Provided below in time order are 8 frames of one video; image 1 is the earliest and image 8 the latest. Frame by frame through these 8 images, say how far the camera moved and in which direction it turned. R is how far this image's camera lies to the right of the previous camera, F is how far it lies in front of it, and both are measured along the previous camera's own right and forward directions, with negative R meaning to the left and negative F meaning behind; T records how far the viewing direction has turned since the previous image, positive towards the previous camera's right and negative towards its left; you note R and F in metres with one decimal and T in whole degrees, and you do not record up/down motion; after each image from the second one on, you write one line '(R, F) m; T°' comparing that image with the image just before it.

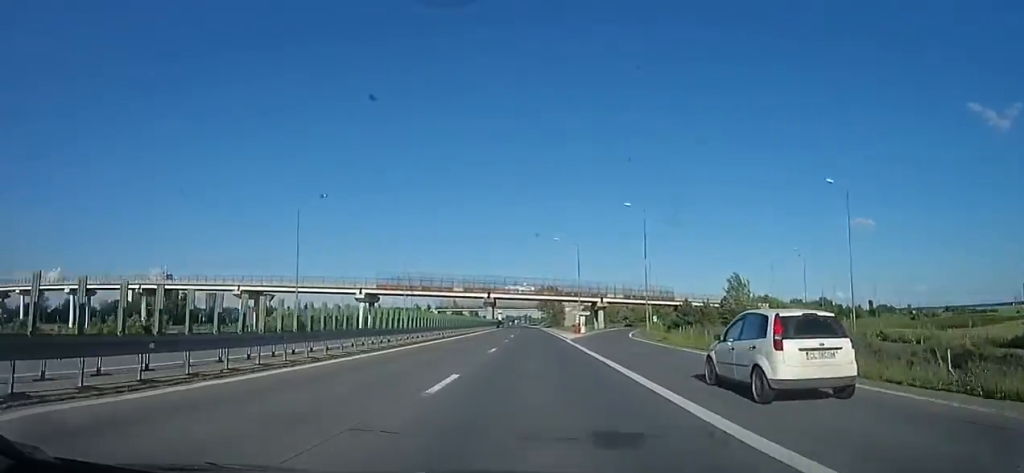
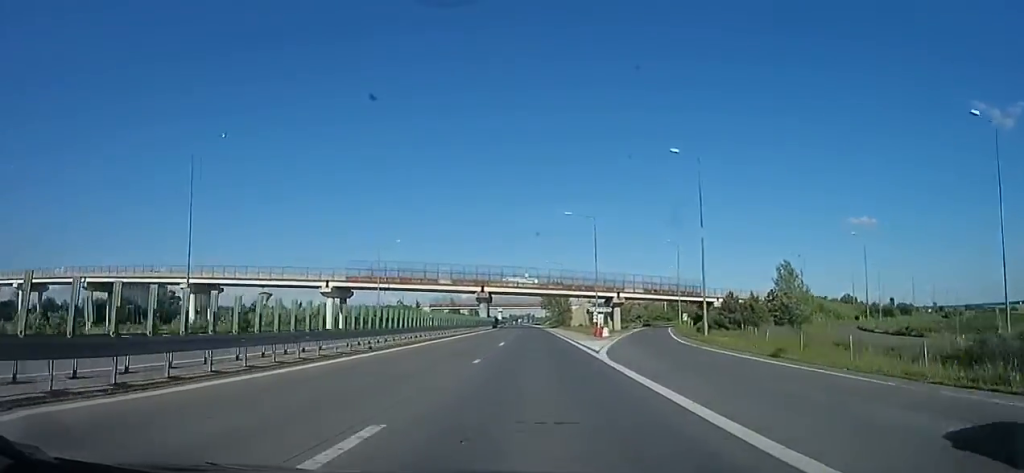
(-0.3, +17.1) m; +1°
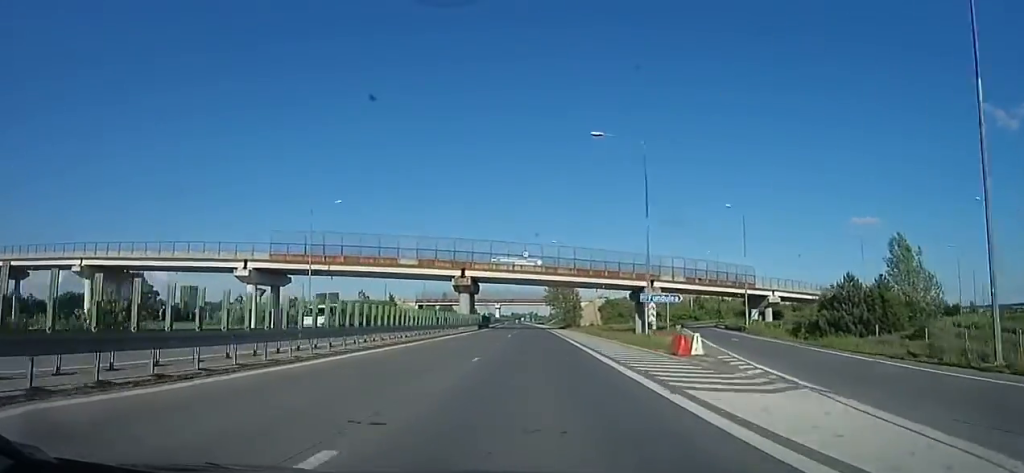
(+1.0, +24.4) m; +2°
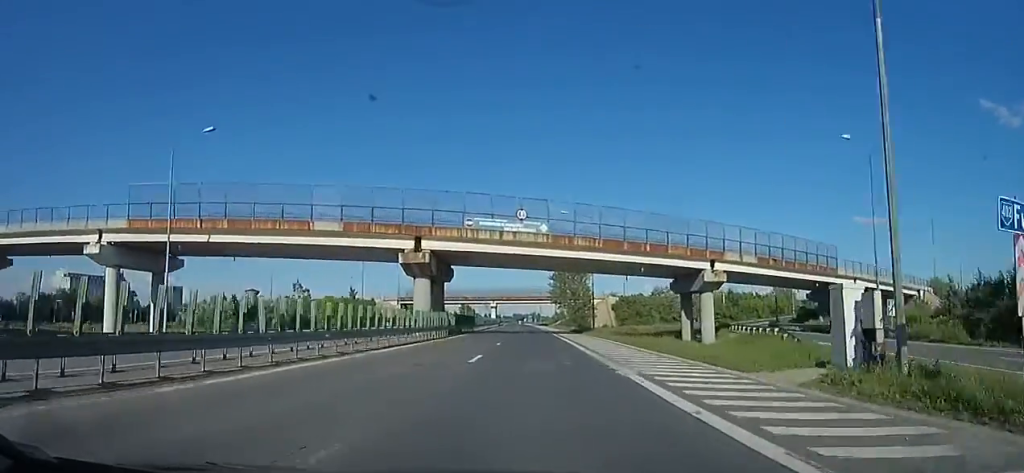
(0.0, +22.2) m; 0°
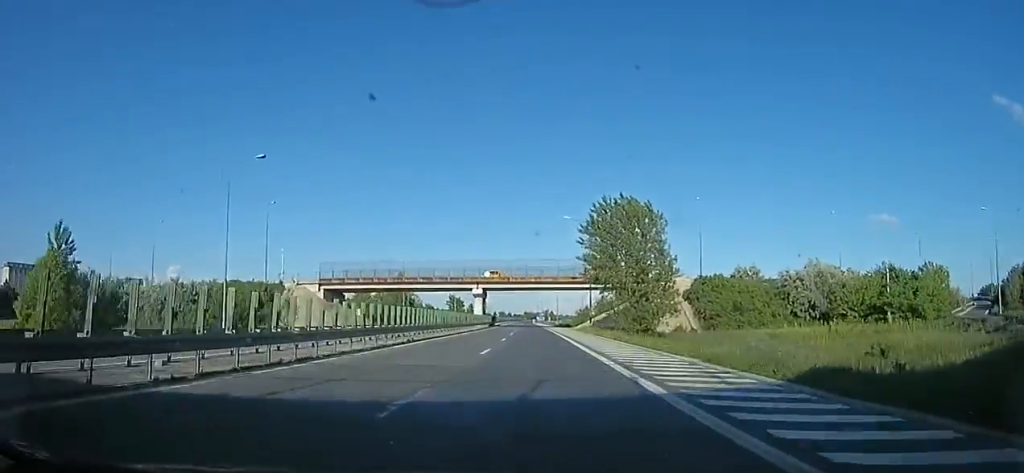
(-1.4, +54.3) m; -3°
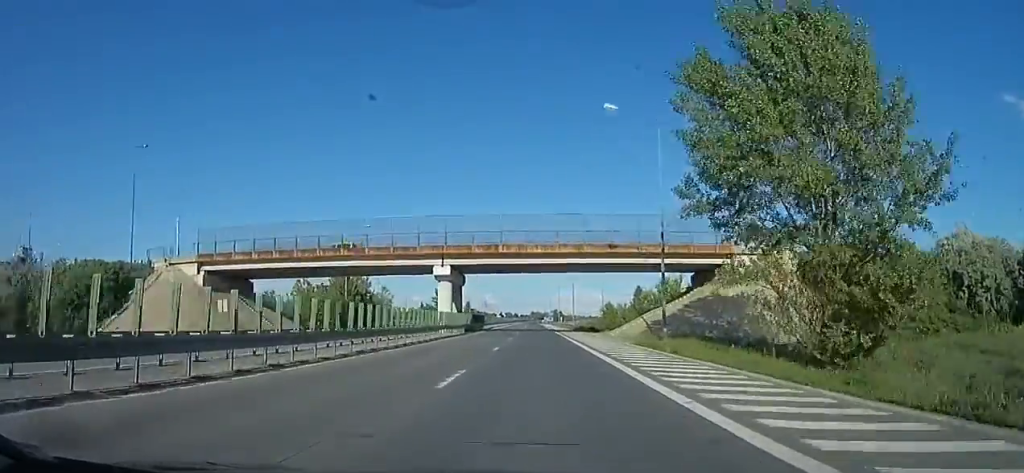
(-0.1, +32.1) m; 0°
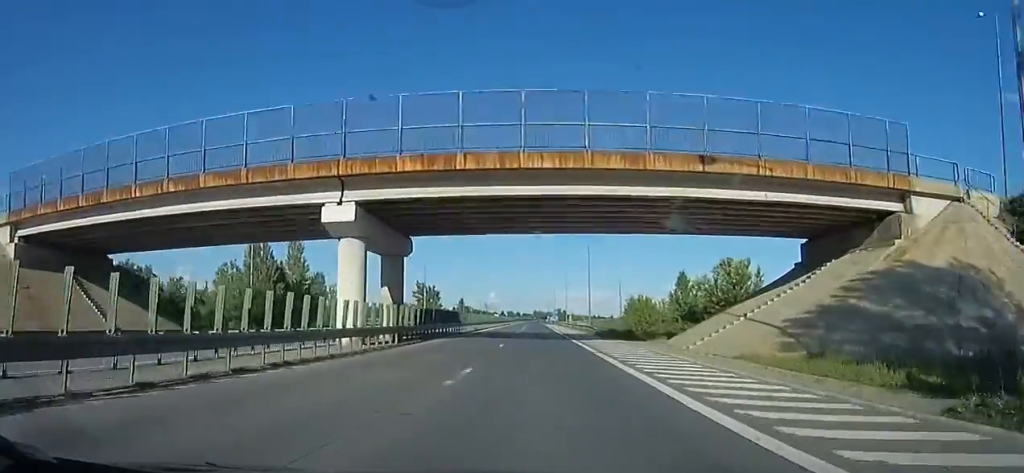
(+0.5, +22.7) m; -1°
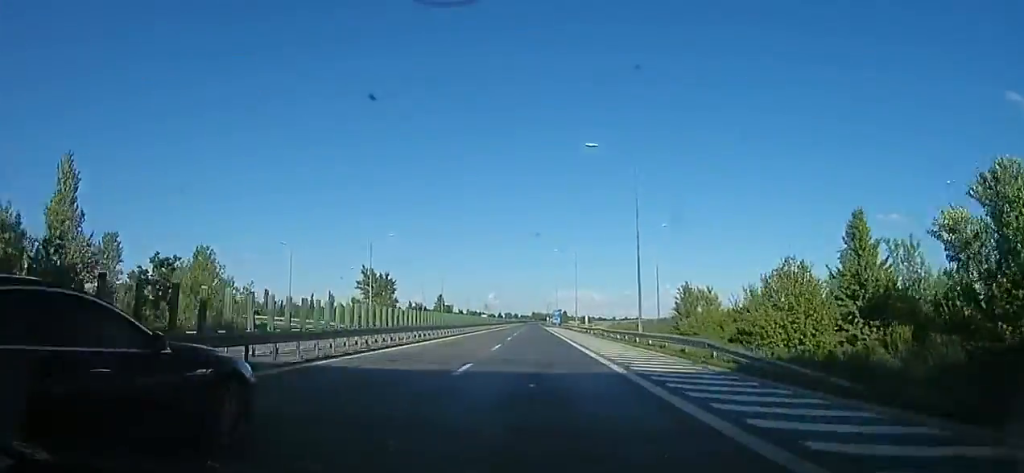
(-1.3, +33.0) m; -2°
